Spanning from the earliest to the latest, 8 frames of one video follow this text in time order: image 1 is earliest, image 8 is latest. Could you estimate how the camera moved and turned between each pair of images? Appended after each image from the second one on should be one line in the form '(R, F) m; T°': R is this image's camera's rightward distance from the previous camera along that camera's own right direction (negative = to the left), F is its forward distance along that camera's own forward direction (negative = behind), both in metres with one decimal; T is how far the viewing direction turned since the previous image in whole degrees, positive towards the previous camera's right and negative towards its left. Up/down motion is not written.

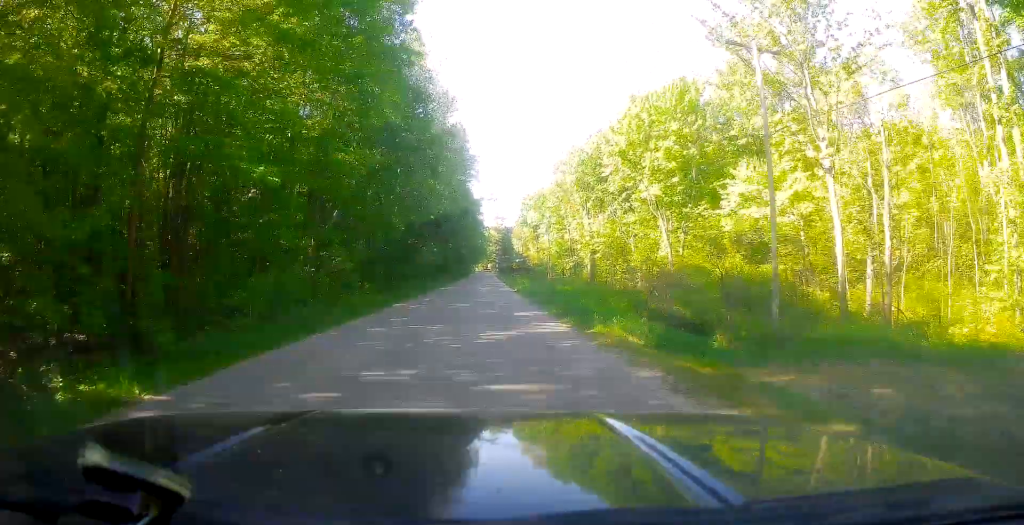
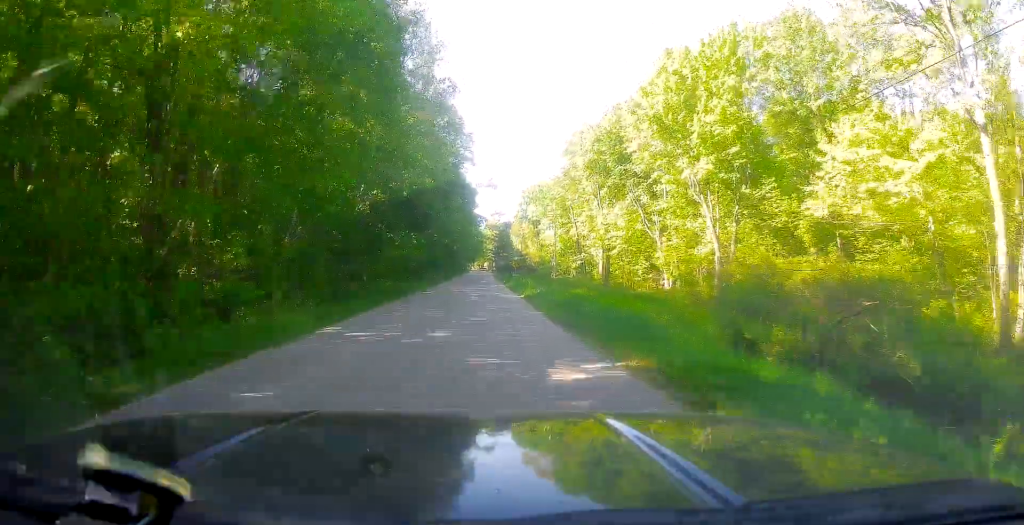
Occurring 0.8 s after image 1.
(0.0, +12.7) m; 0°
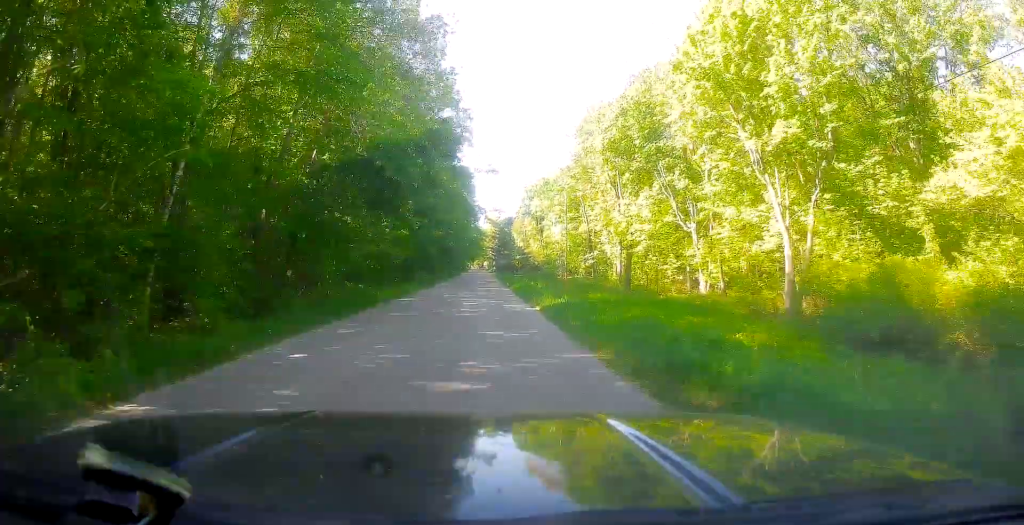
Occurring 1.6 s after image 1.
(0.0, +11.1) m; 0°
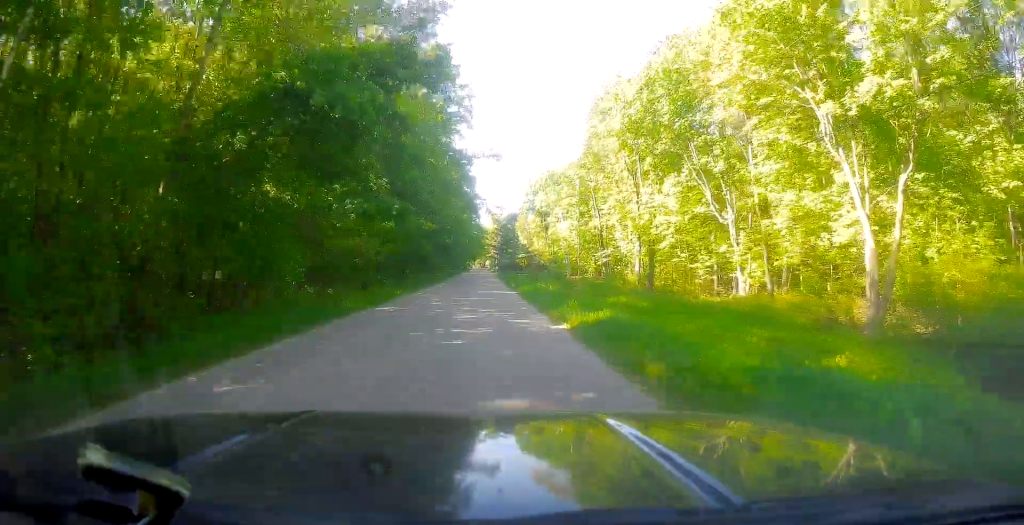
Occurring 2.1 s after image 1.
(0.0, +8.1) m; +1°
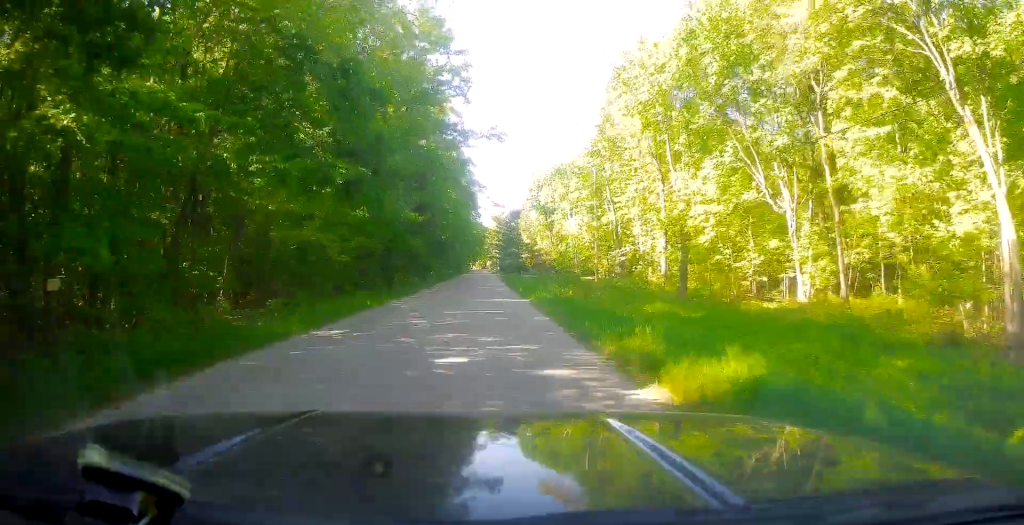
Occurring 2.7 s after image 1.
(-0.2, +9.2) m; +2°
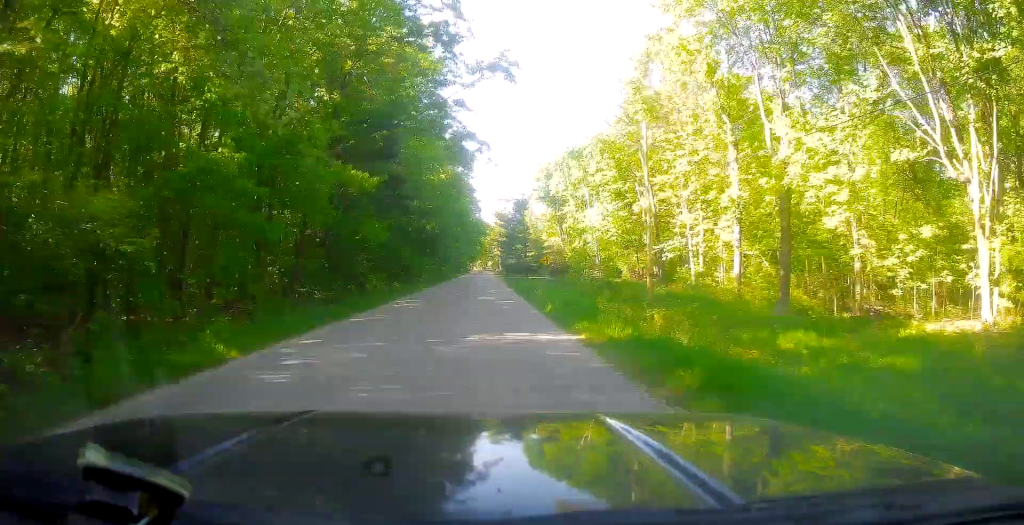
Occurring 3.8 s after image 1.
(+0.7, +16.3) m; 0°
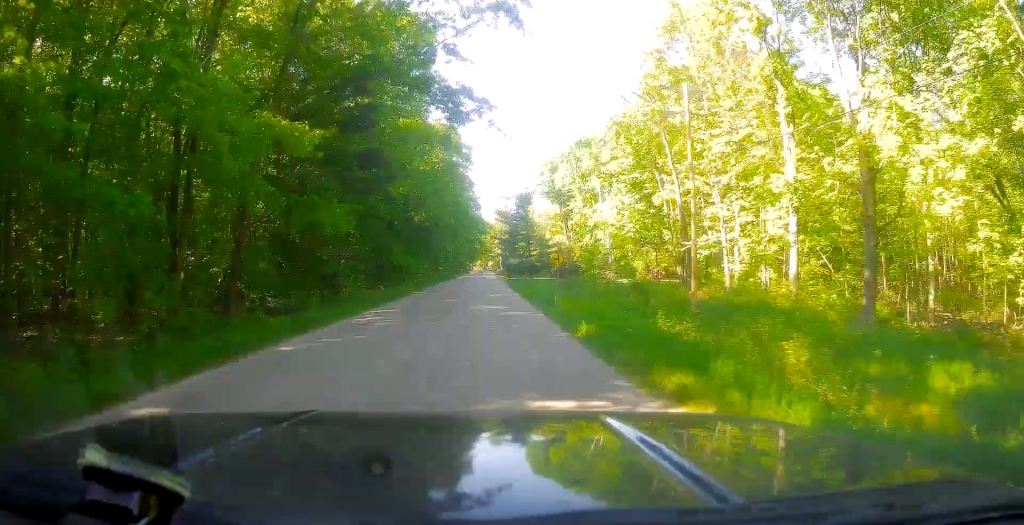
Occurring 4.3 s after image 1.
(-0.3, +7.6) m; -1°
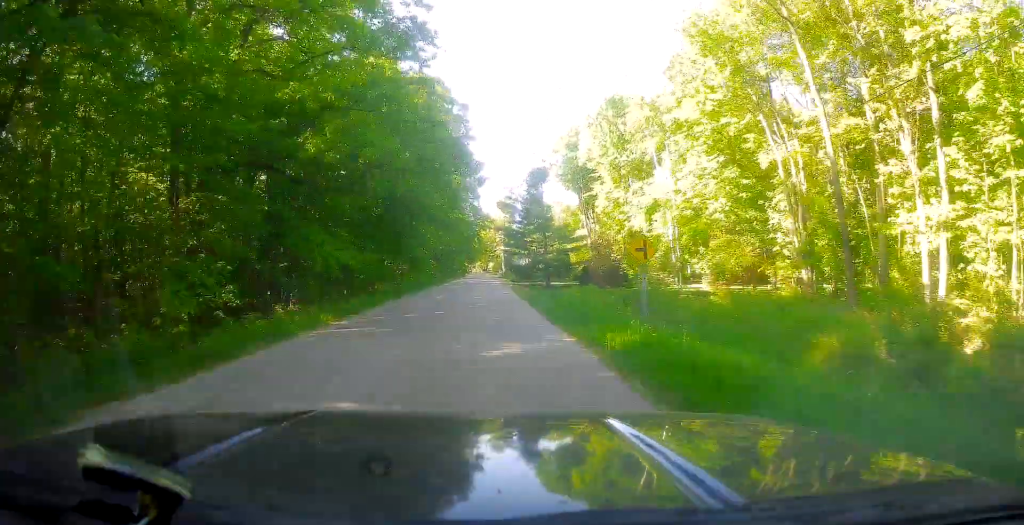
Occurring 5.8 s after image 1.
(-0.5, +22.9) m; -1°
